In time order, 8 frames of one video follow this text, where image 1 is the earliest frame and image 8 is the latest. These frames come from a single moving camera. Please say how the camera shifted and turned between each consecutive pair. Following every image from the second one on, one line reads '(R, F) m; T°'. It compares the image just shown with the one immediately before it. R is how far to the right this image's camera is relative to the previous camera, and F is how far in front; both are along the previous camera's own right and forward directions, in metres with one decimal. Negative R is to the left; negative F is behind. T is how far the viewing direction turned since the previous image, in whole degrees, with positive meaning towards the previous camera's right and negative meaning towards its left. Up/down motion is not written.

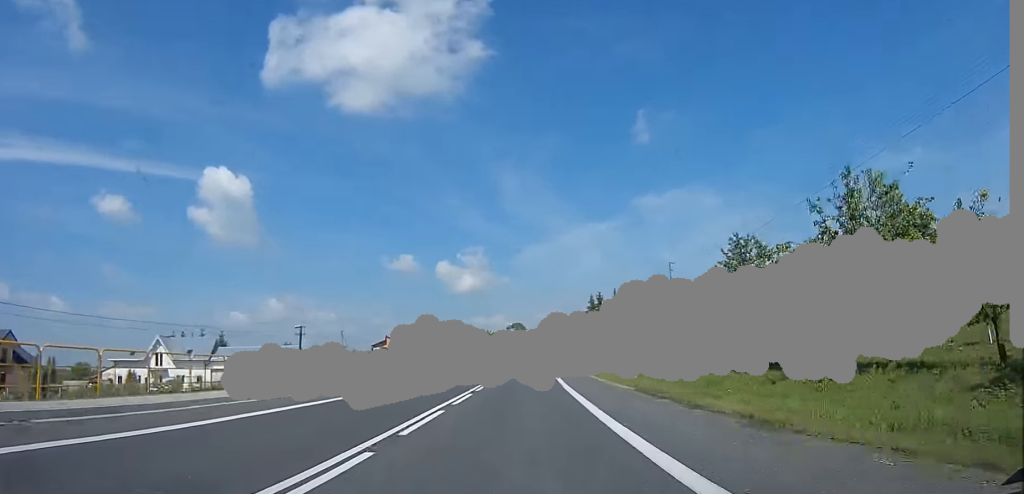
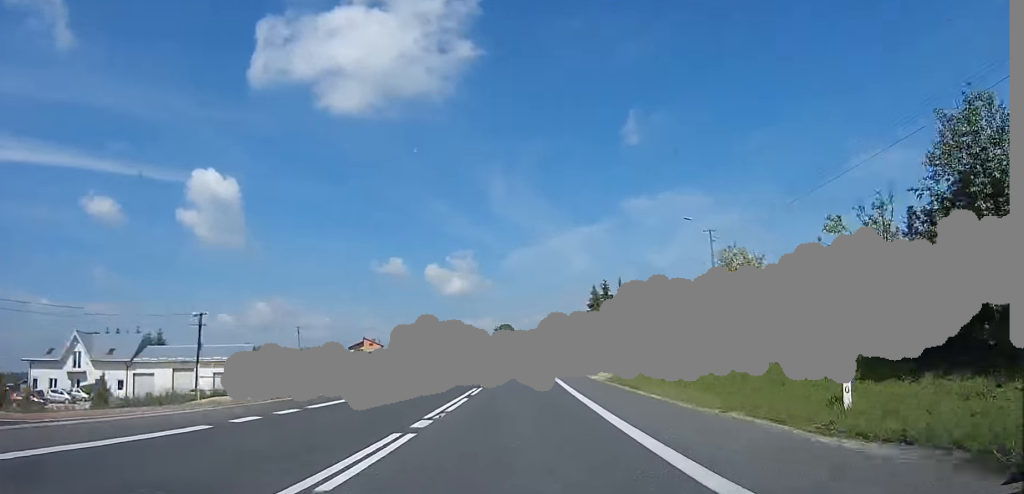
(0.0, +15.1) m; +1°
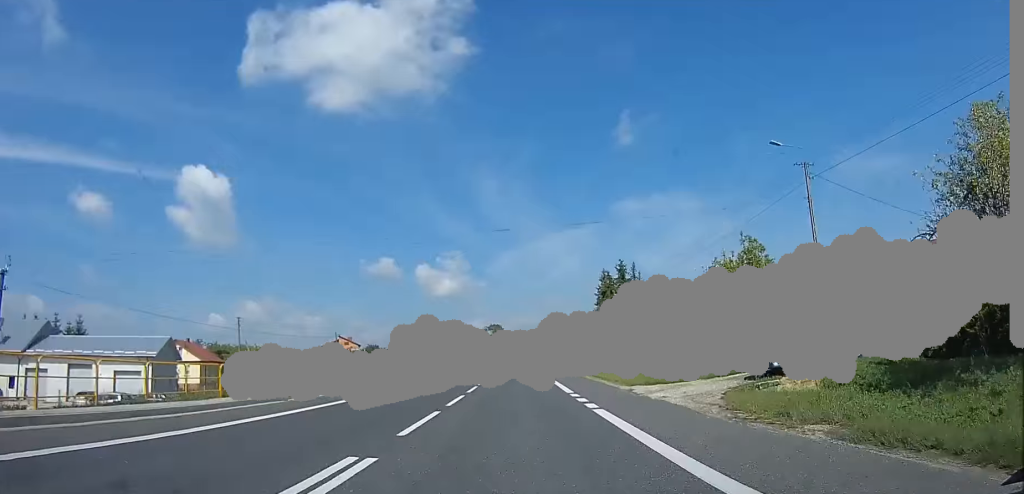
(-0.3, +16.1) m; +1°
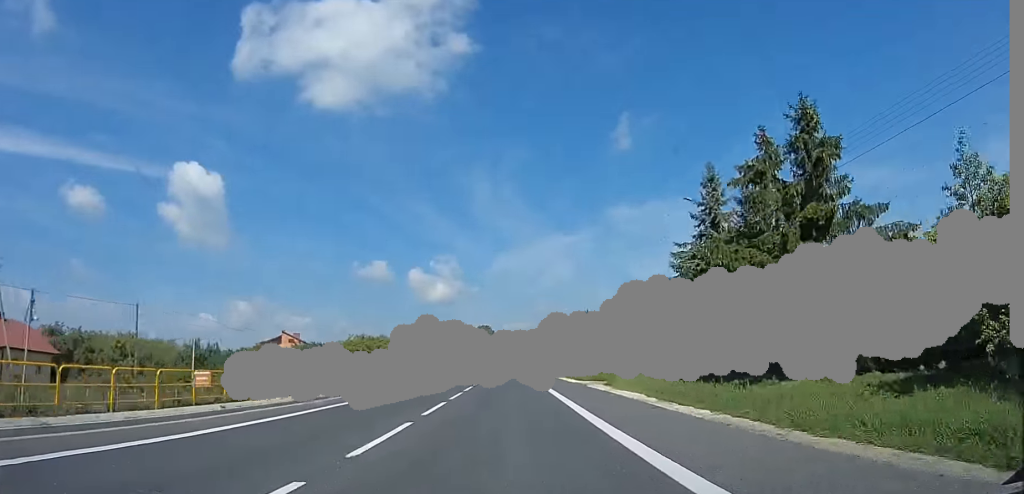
(+1.3, +37.4) m; +2°
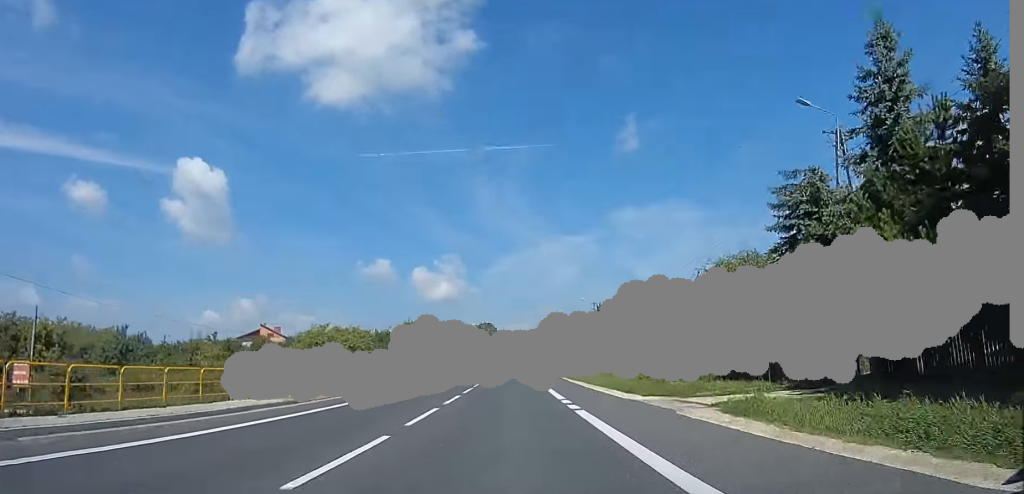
(0.0, +13.9) m; 0°
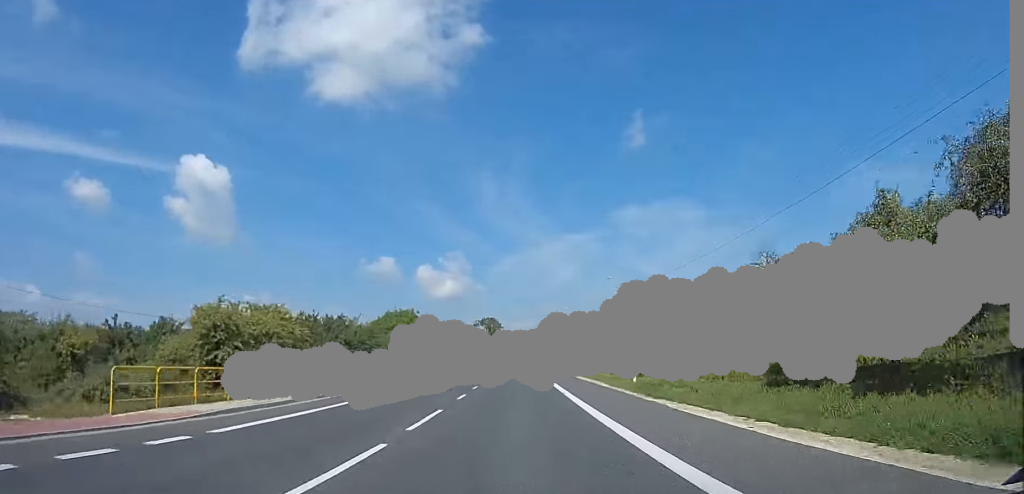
(0.0, +19.3) m; 0°
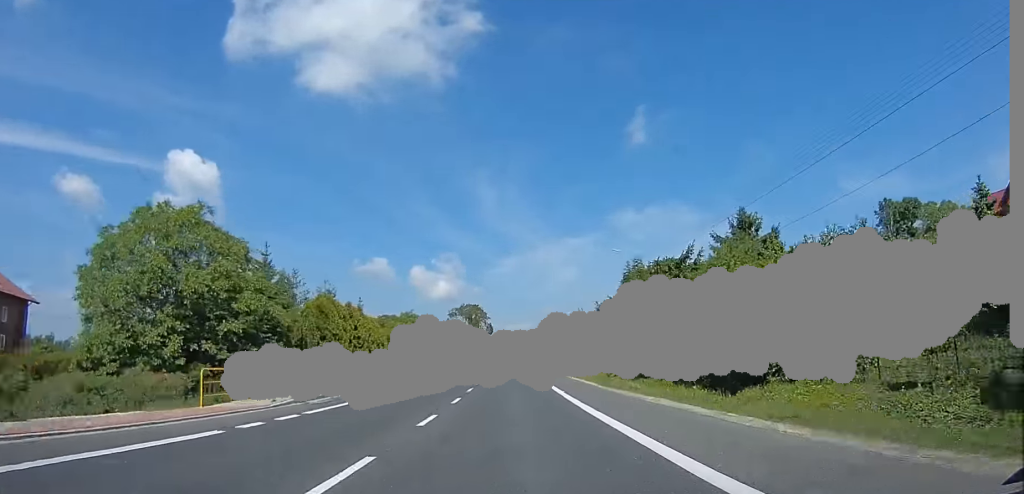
(0.0, +60.3) m; 0°
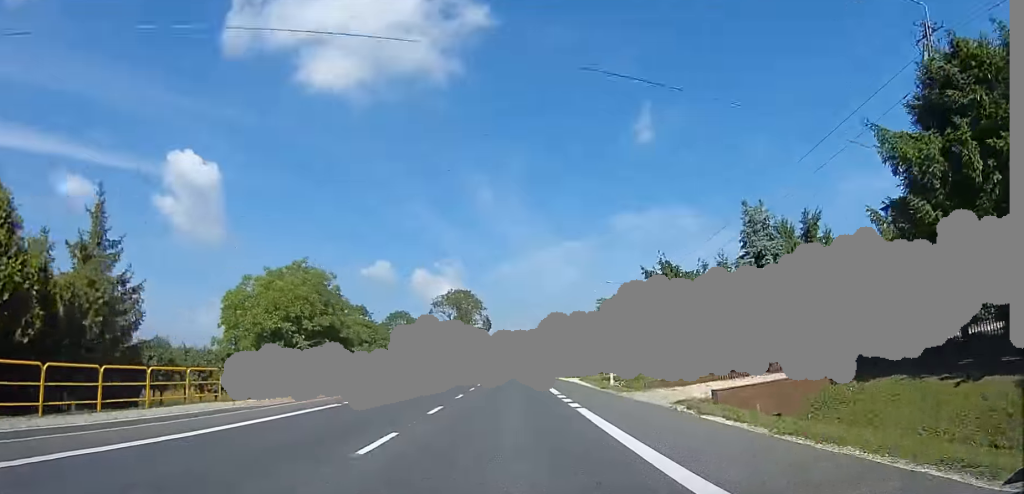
(0.0, +38.9) m; 0°
